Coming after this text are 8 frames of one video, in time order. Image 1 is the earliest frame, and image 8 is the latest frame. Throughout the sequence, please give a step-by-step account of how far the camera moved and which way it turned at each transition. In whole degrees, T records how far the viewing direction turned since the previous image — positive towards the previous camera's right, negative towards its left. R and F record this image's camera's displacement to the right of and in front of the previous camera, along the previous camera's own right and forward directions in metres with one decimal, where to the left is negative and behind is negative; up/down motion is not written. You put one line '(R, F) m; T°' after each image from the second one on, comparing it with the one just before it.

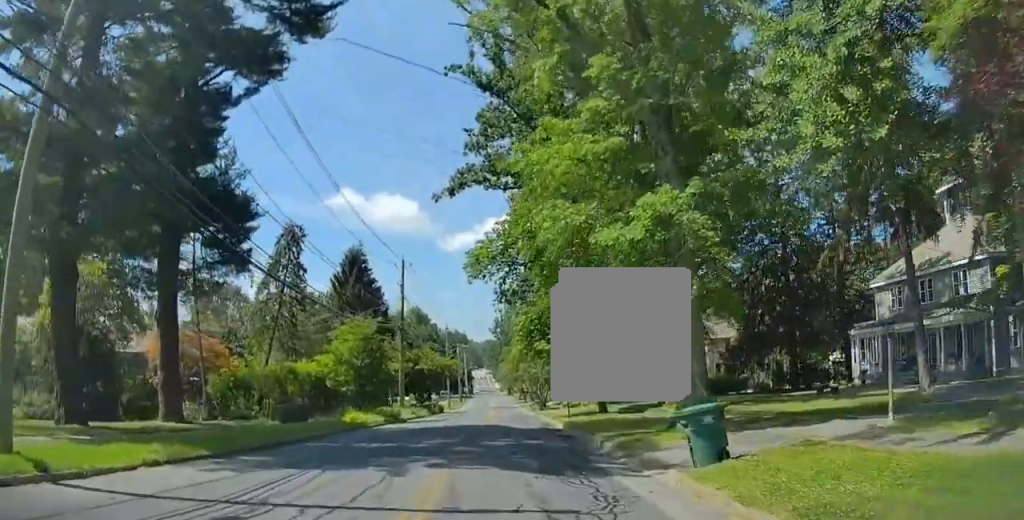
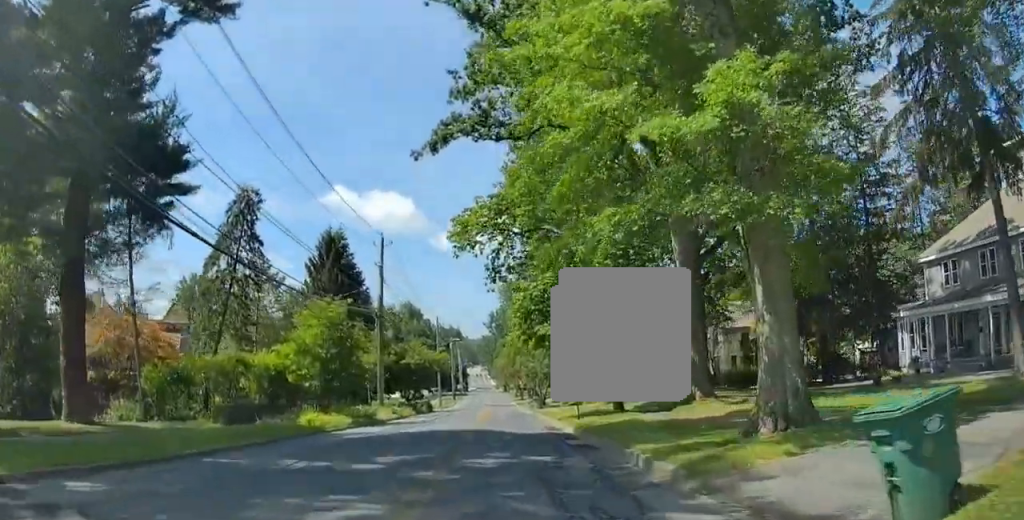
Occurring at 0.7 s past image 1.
(+0.1, +6.5) m; +2°
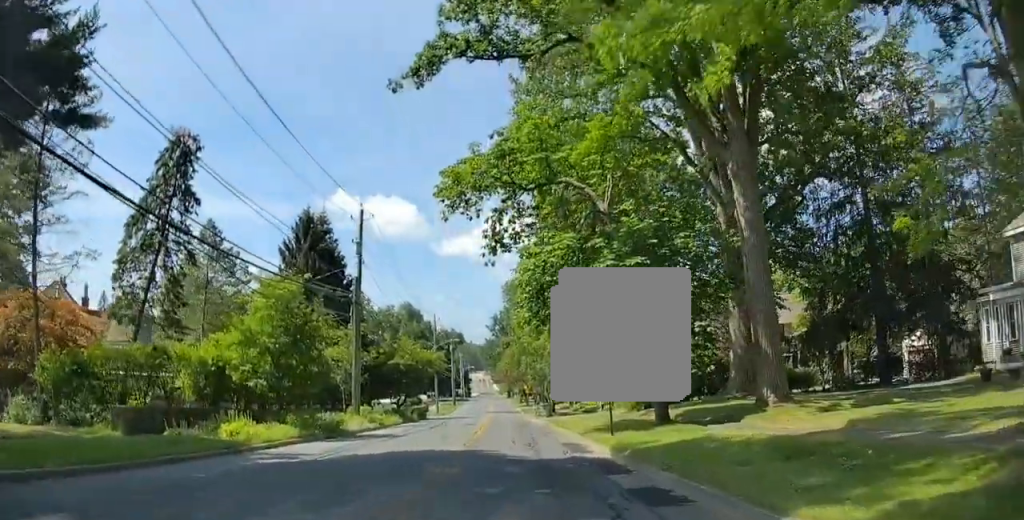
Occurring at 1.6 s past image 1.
(+0.1, +7.9) m; +1°
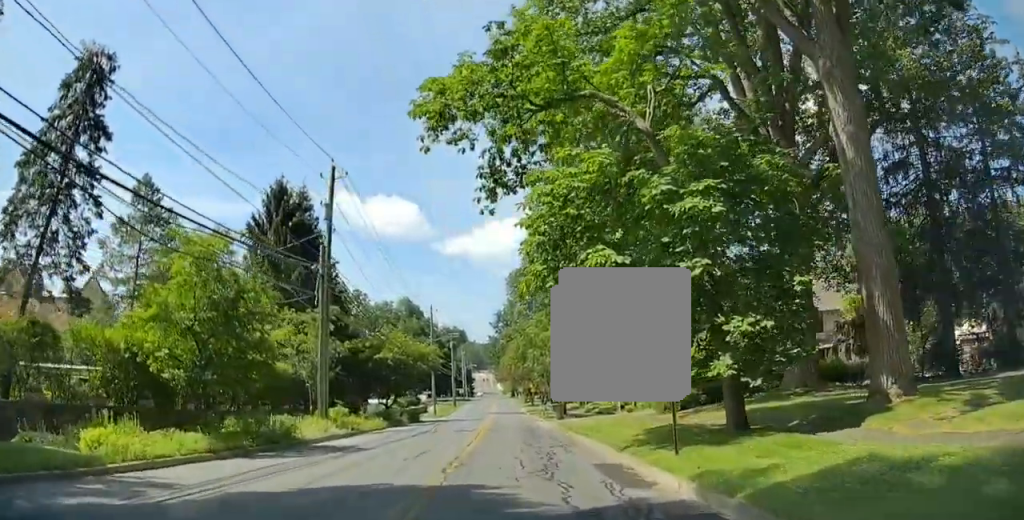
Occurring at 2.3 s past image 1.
(+0.1, +6.6) m; 0°
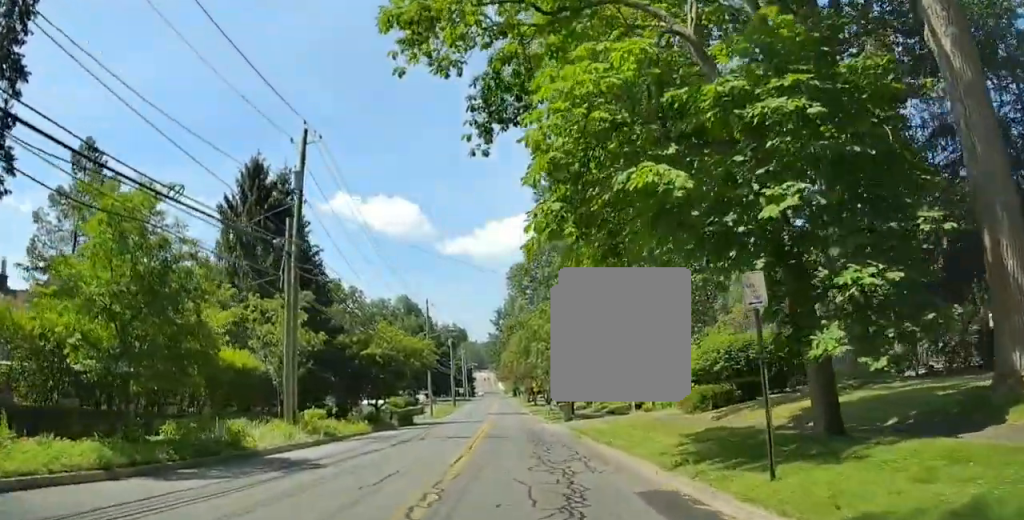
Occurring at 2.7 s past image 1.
(-0.1, +4.3) m; 0°
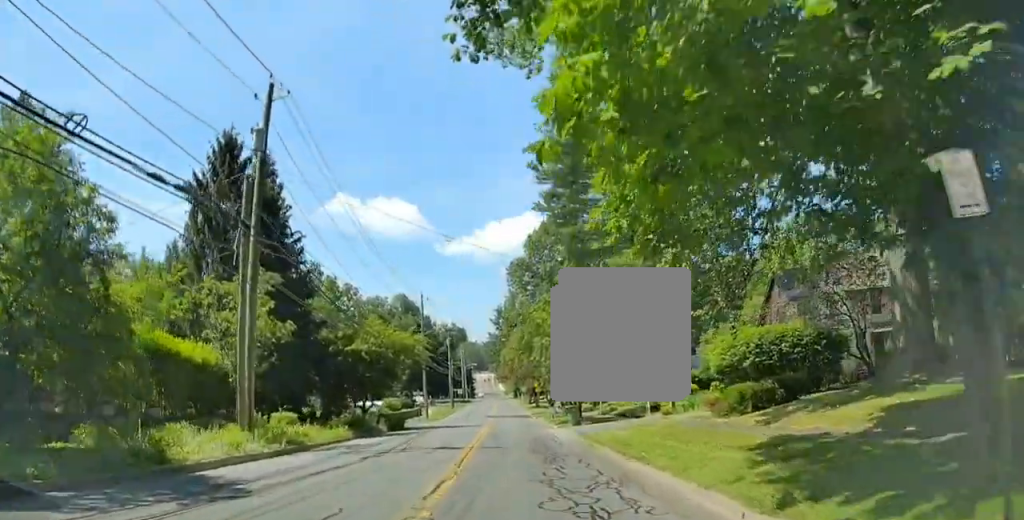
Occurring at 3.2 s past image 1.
(-0.1, +4.1) m; 0°
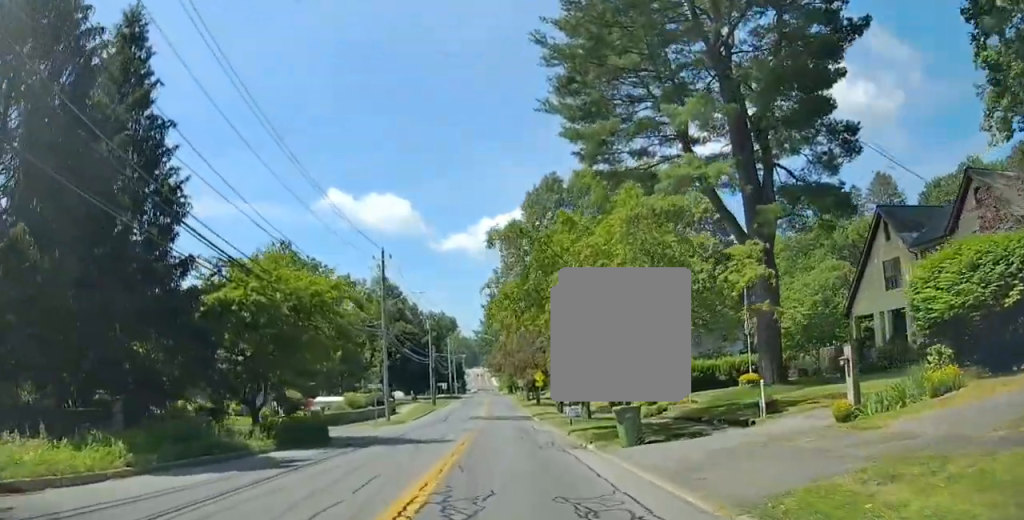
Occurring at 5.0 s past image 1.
(+0.9, +16.6) m; +5°
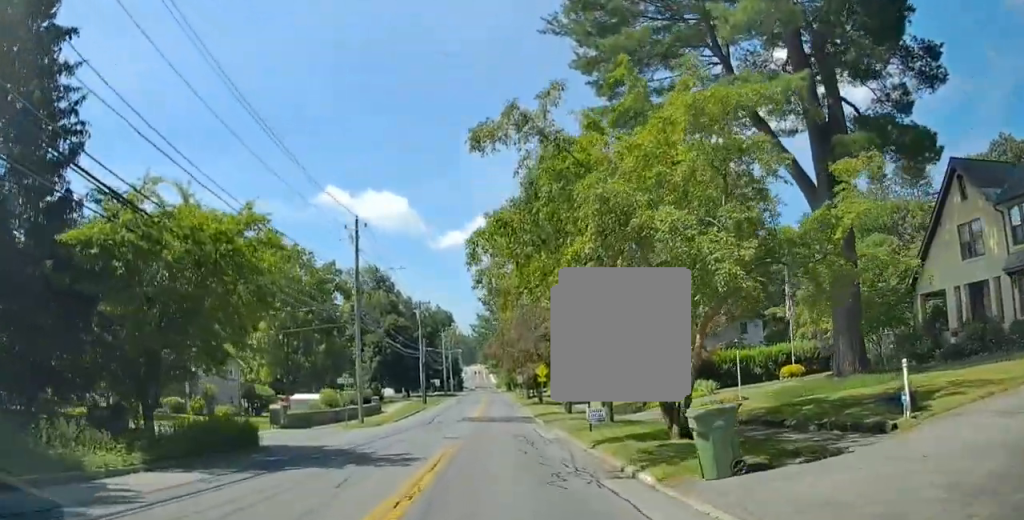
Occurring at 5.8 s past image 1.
(0.0, +7.3) m; -1°
